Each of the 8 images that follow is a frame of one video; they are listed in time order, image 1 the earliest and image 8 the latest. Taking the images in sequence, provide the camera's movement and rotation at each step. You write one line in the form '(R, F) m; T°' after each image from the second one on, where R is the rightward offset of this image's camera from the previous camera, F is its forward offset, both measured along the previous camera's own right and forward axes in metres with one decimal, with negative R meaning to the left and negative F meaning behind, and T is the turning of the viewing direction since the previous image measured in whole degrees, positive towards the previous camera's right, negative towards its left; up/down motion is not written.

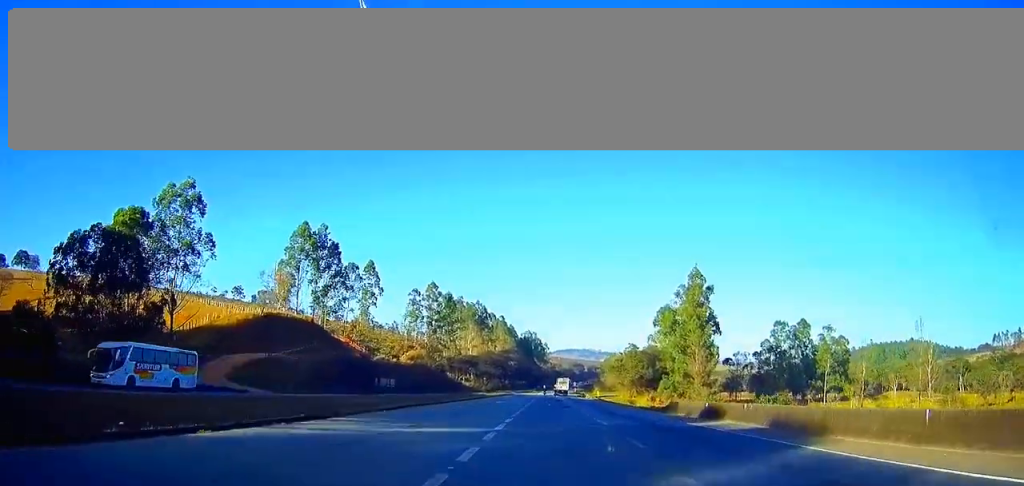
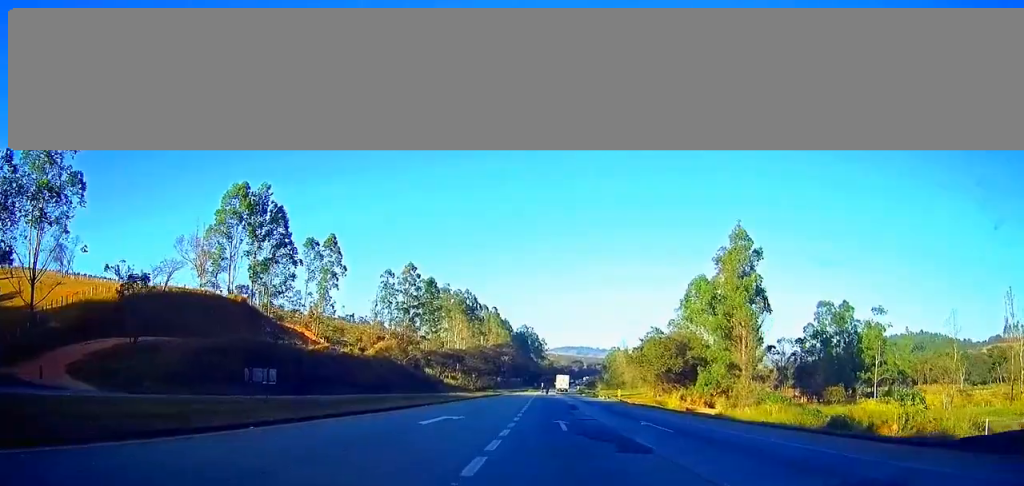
(+0.1, +37.1) m; 0°
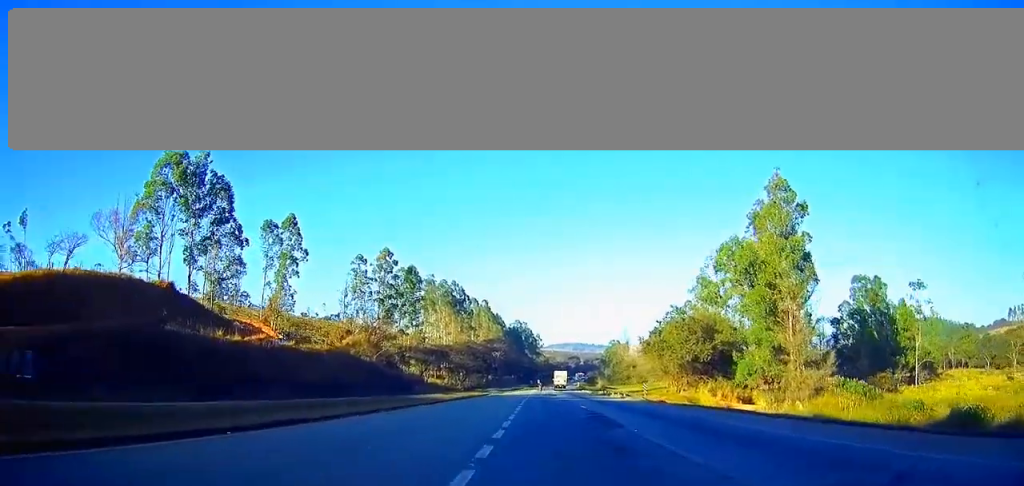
(0.0, +24.5) m; 0°
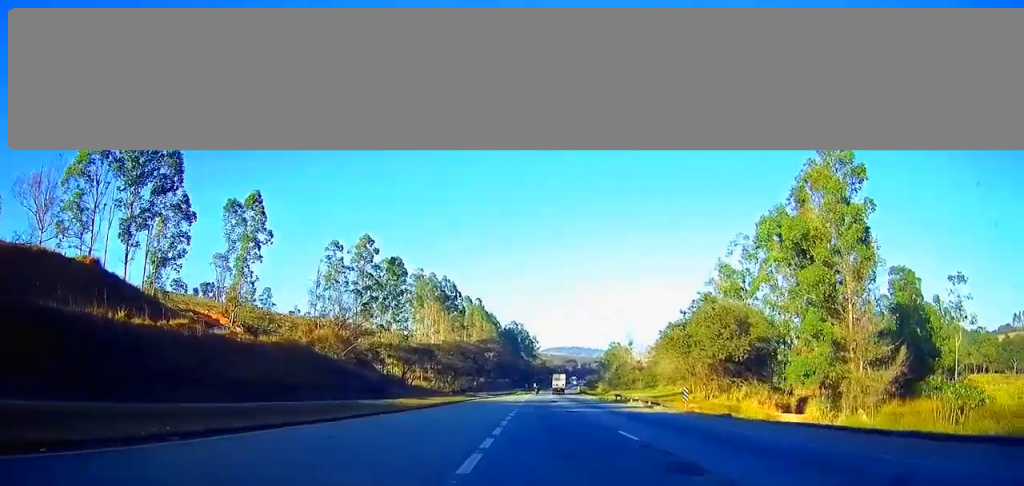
(+0.1, +19.7) m; 0°
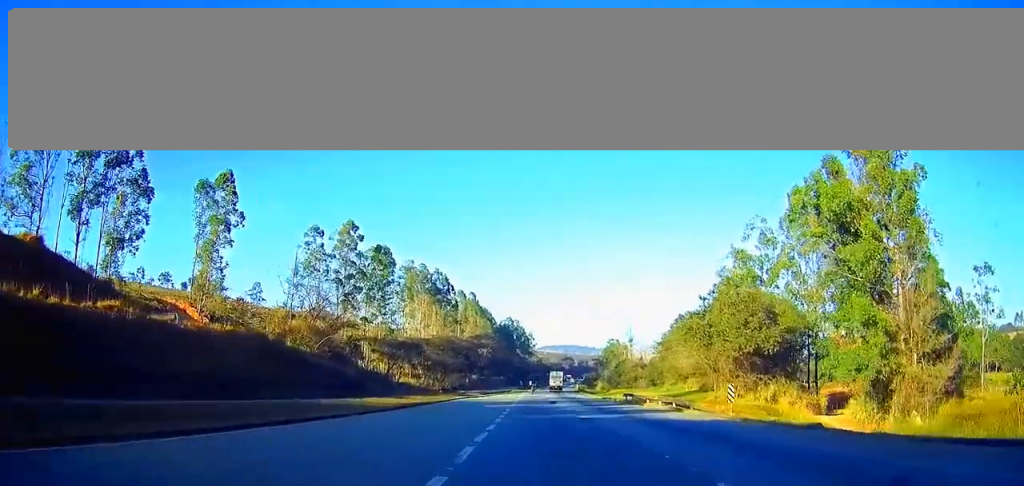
(0.0, +12.1) m; 0°
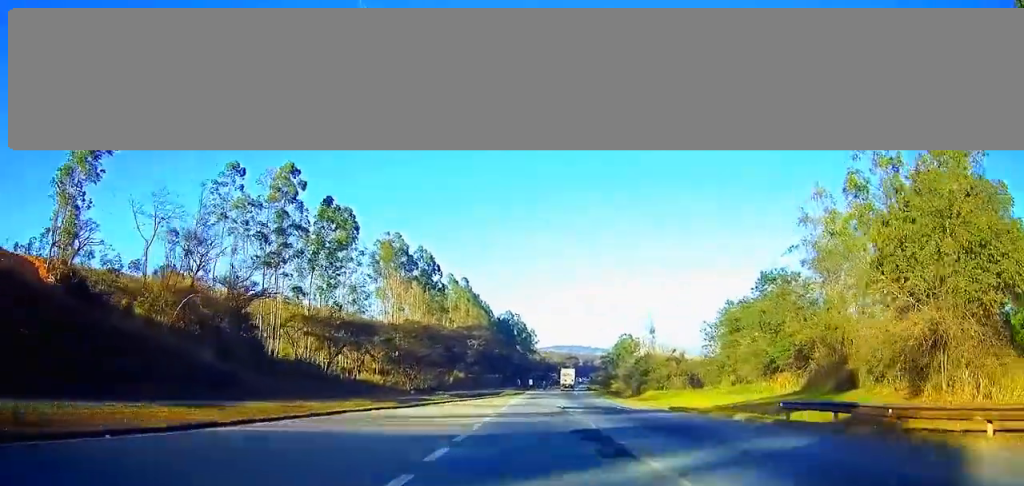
(0.0, +42.8) m; 0°
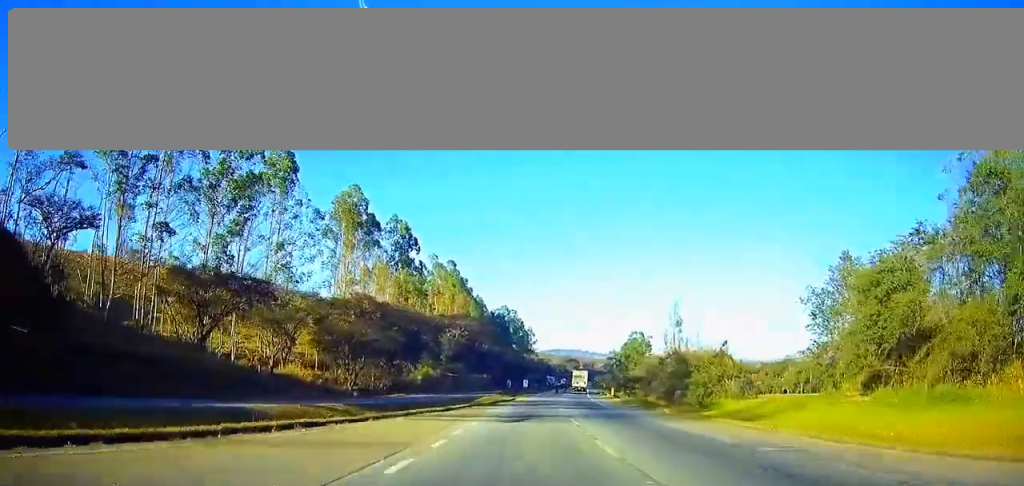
(0.0, +41.4) m; 0°
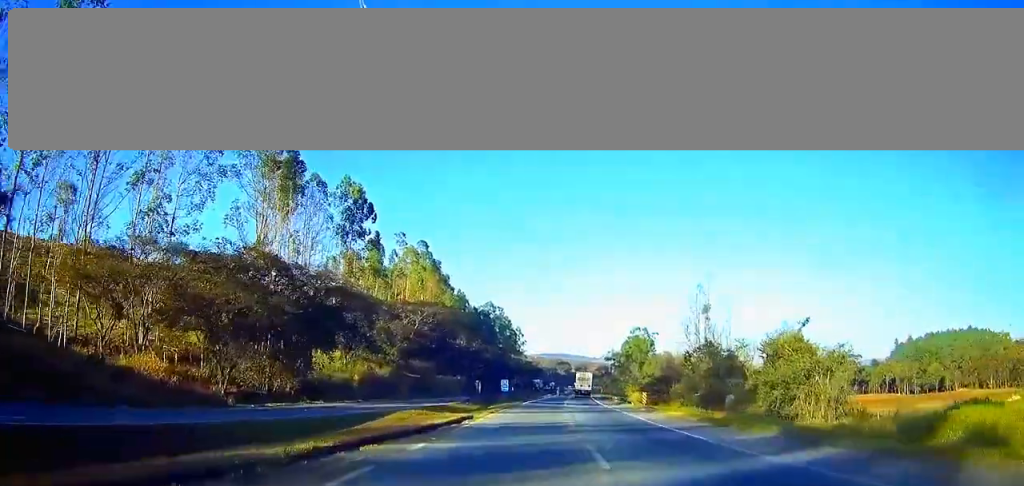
(+0.3, +37.3) m; +1°
